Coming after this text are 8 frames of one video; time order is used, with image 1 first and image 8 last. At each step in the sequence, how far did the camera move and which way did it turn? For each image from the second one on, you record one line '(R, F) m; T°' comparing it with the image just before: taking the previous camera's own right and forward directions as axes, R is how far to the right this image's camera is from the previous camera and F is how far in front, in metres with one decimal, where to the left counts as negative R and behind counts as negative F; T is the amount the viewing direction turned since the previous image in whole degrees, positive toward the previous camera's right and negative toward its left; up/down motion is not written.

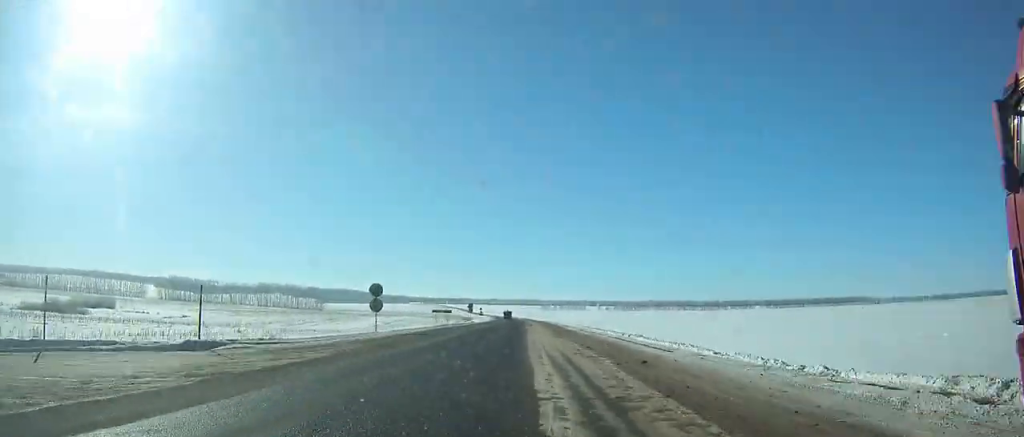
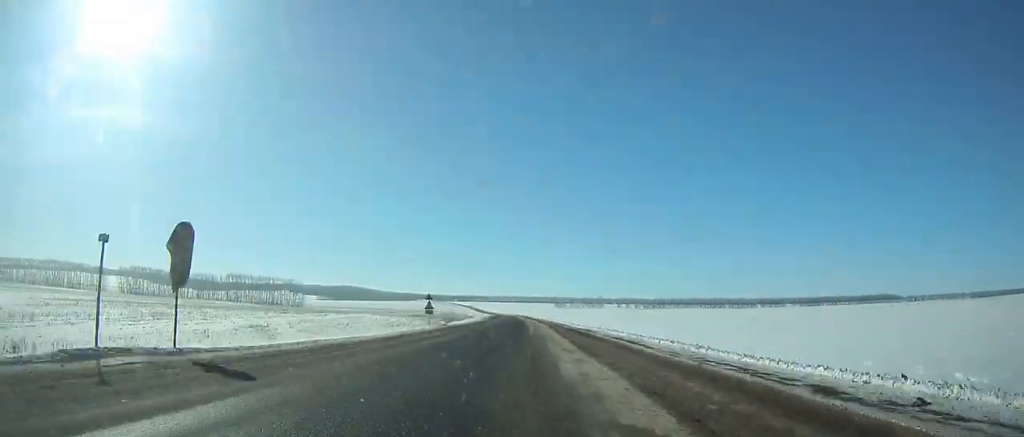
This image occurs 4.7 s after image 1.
(-0.4, +93.0) m; -1°
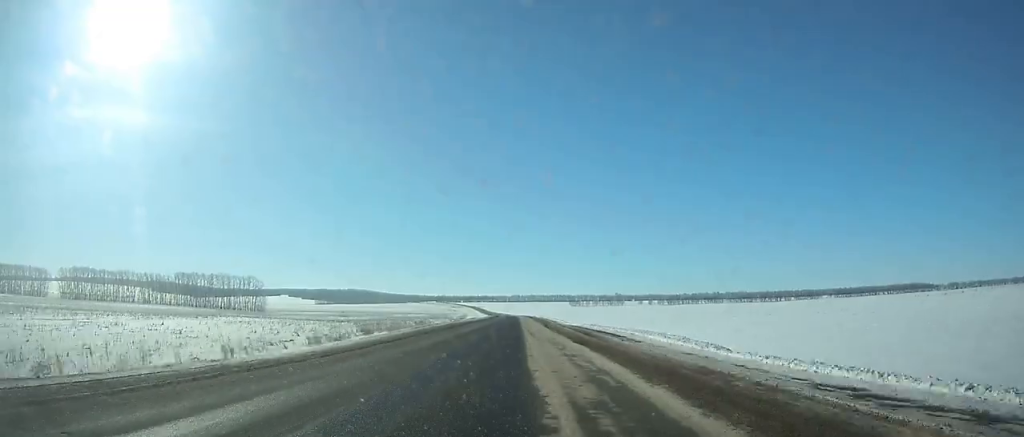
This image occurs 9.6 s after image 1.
(-0.9, +100.9) m; -1°
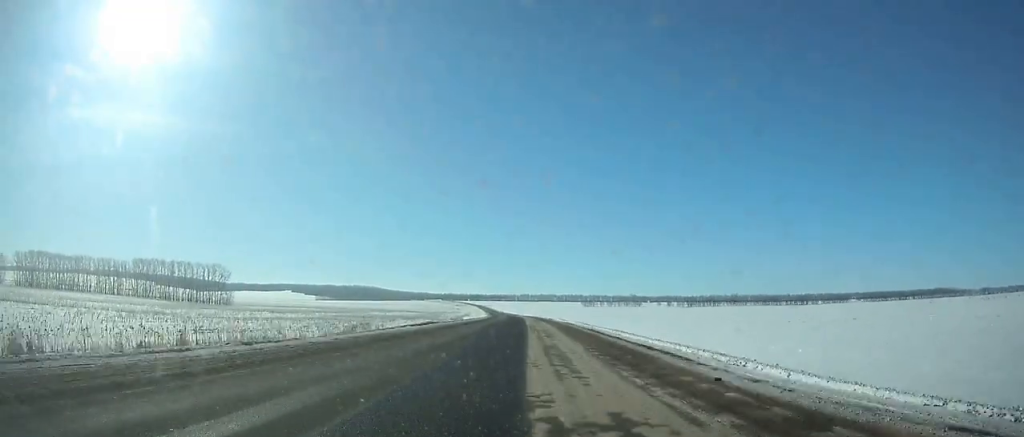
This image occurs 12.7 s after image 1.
(-0.8, +65.2) m; -1°
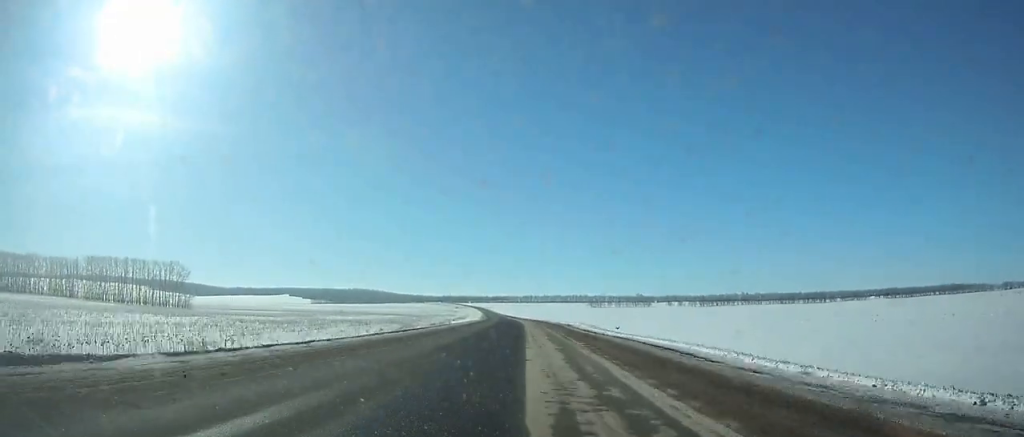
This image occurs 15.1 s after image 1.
(-0.2, +51.2) m; -1°
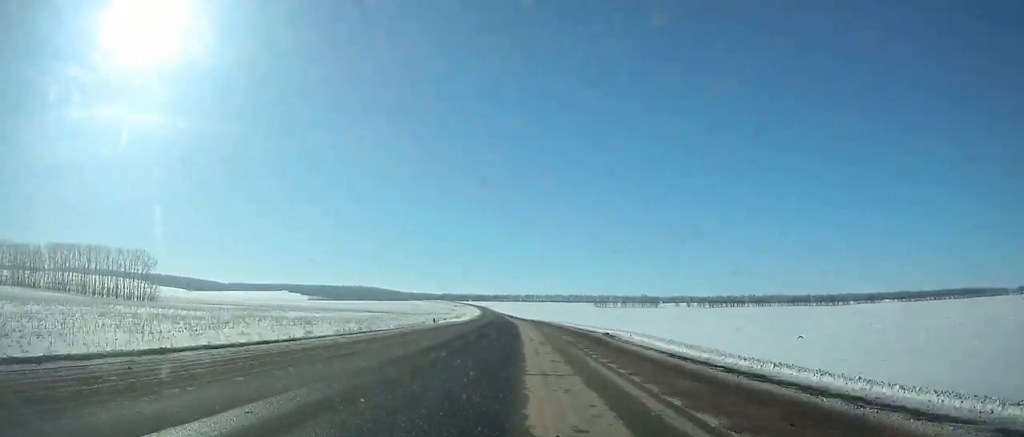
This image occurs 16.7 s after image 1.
(-0.1, +34.4) m; -1°
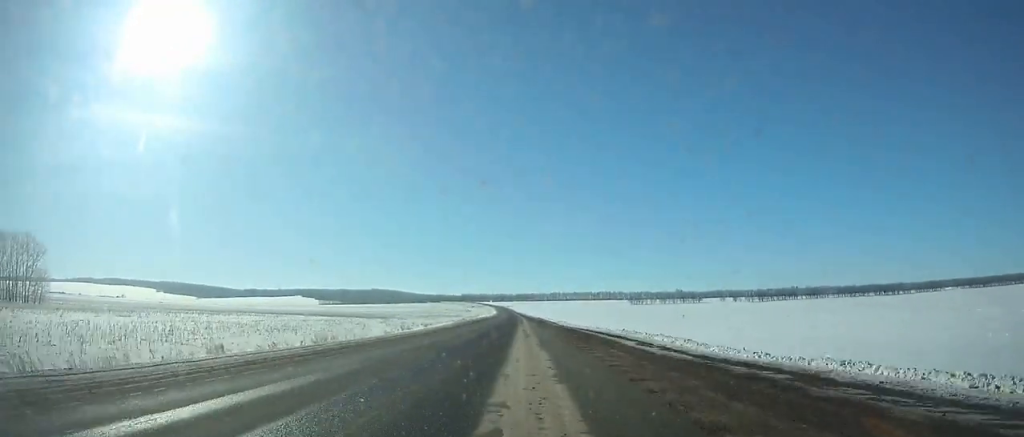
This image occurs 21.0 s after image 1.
(-1.2, +94.1) m; -1°
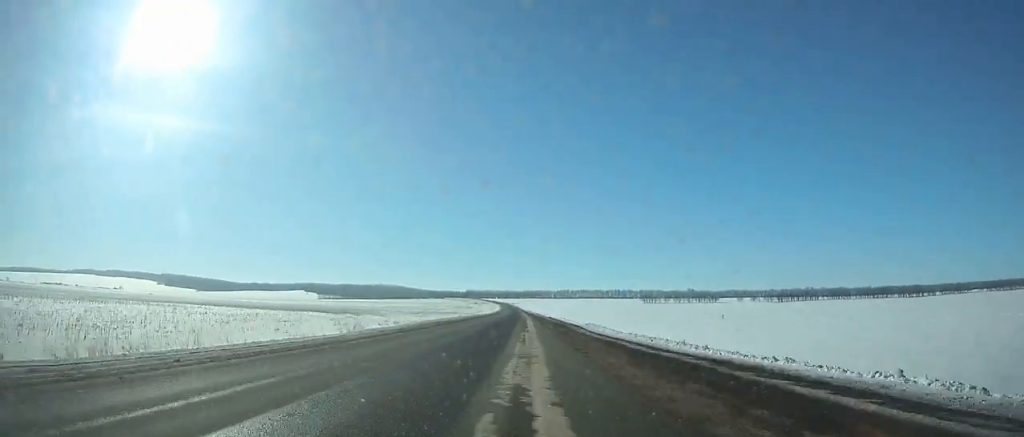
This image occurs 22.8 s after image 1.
(-0.1, +40.0) m; 0°
